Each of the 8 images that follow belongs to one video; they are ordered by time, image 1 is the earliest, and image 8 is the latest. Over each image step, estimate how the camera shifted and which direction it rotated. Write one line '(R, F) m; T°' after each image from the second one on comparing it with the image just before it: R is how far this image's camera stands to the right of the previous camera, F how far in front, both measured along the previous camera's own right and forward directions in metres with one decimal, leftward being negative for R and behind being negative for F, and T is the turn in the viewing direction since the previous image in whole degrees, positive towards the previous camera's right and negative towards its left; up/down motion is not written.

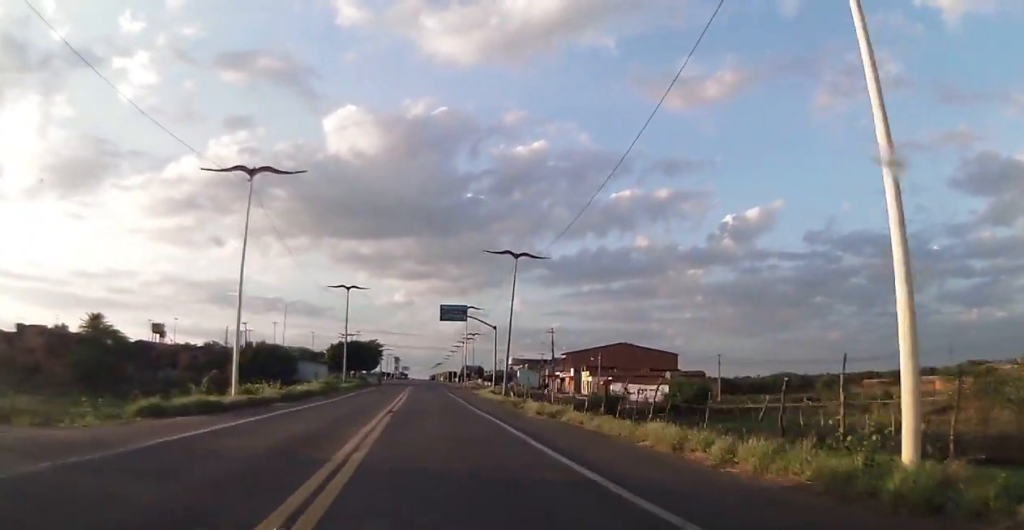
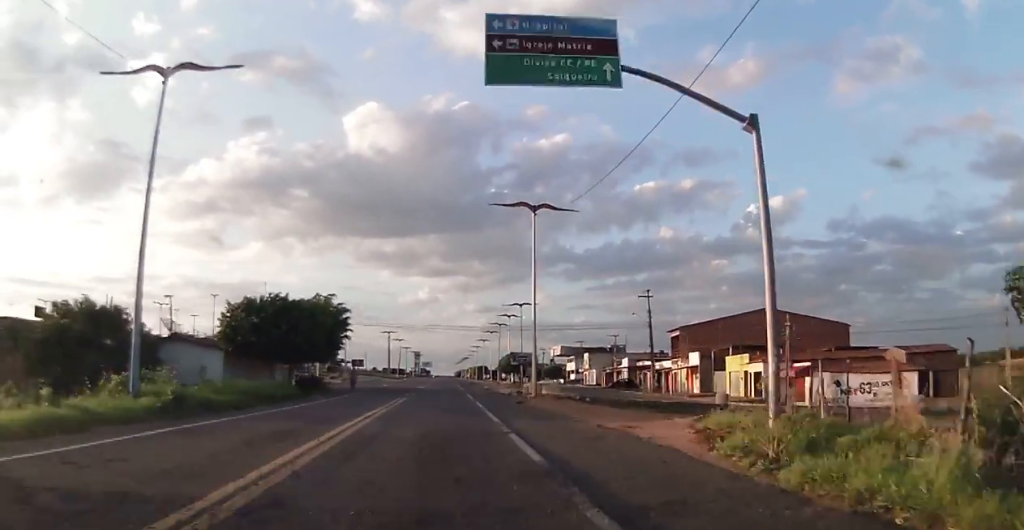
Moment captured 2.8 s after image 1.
(+1.0, +55.6) m; 0°
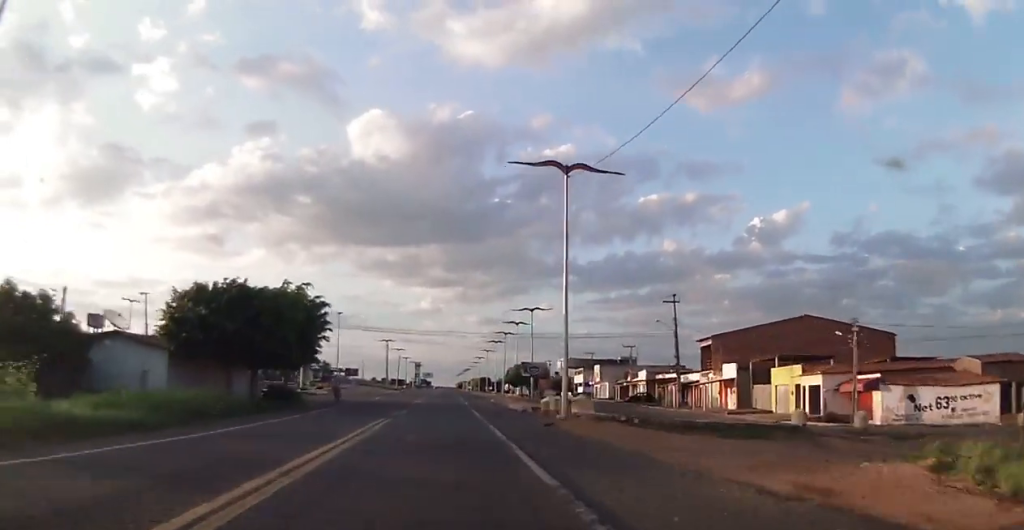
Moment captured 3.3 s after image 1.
(-0.1, +9.5) m; 0°
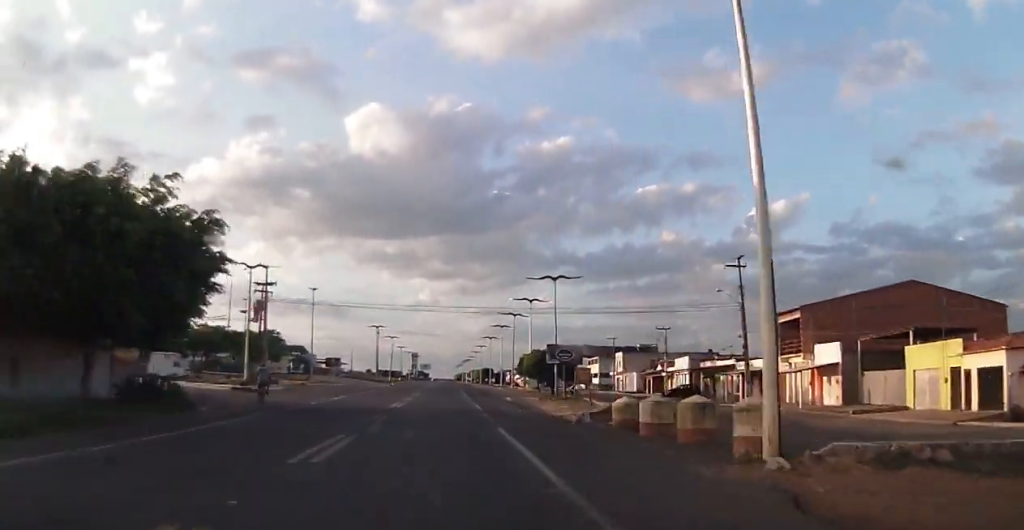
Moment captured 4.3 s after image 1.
(0.0, +18.7) m; 0°
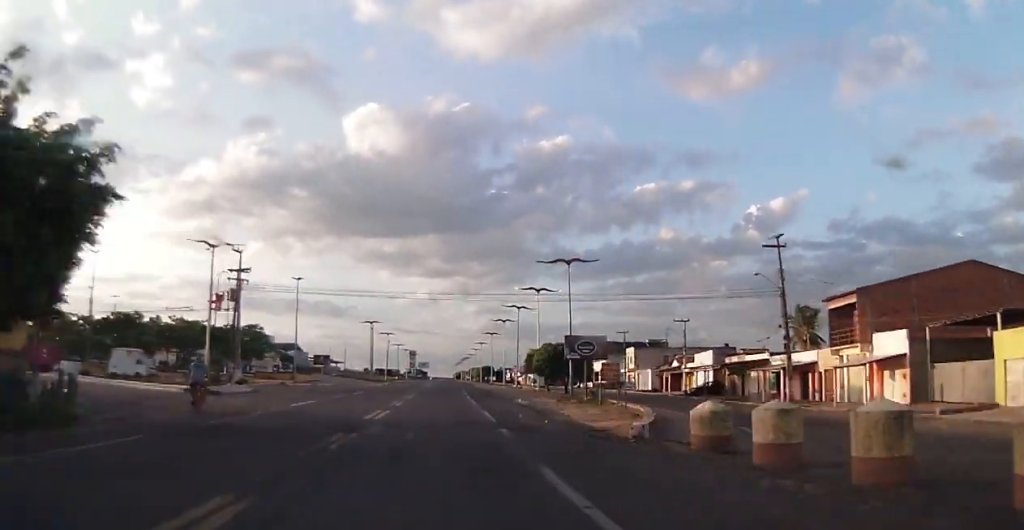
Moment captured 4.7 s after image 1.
(0.0, +8.0) m; 0°
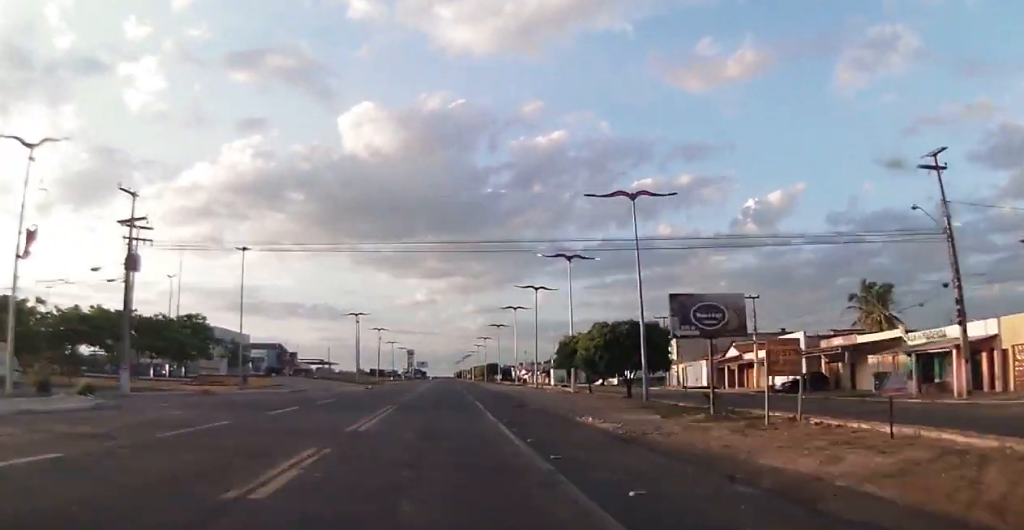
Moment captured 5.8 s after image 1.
(0.0, +20.0) m; 0°
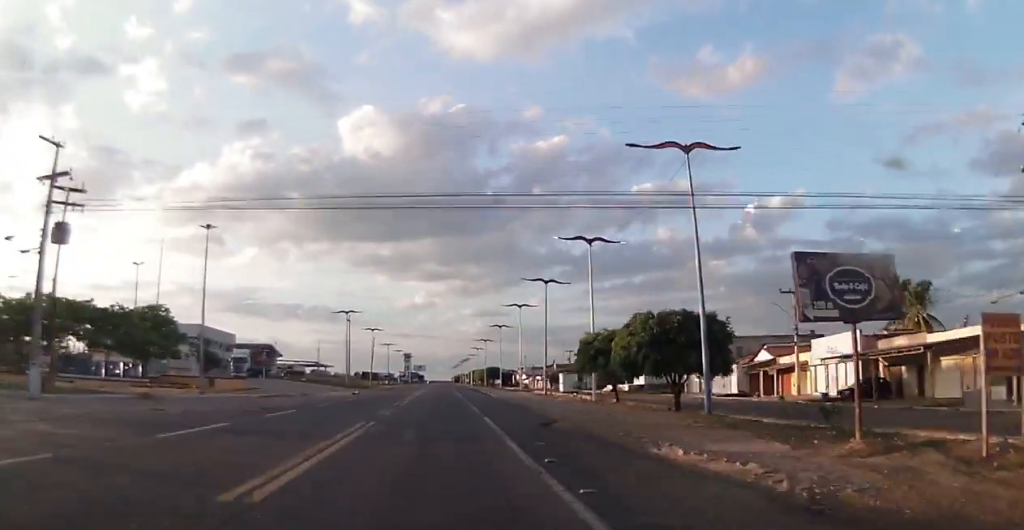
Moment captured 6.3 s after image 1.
(0.0, +8.5) m; +1°
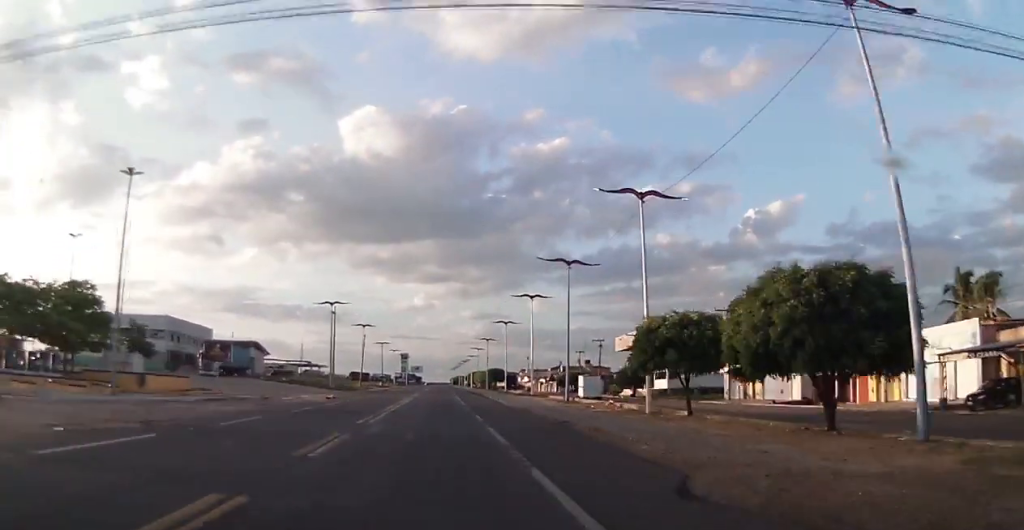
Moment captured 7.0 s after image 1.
(-0.1, +12.7) m; +1°
